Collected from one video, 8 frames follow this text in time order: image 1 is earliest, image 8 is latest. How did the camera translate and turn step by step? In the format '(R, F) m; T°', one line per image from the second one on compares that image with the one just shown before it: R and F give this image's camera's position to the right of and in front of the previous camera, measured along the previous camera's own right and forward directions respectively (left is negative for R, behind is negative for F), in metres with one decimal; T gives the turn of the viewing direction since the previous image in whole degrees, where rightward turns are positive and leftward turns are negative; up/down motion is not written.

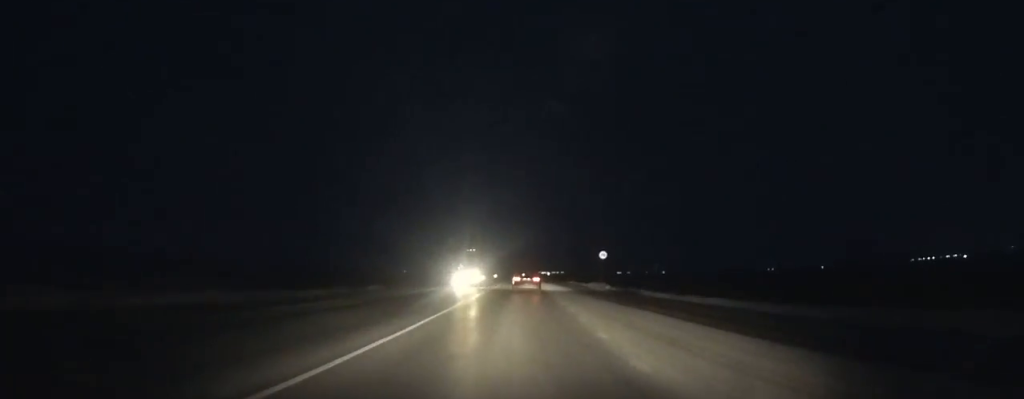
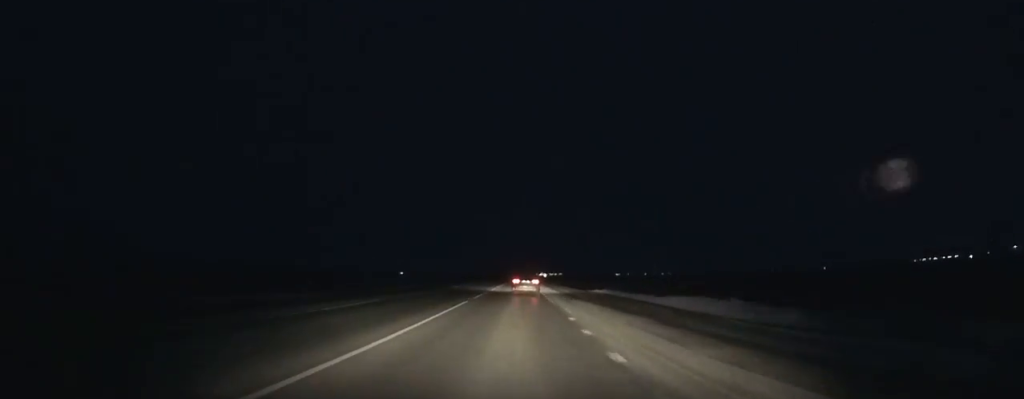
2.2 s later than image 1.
(+0.1, +39.5) m; 0°
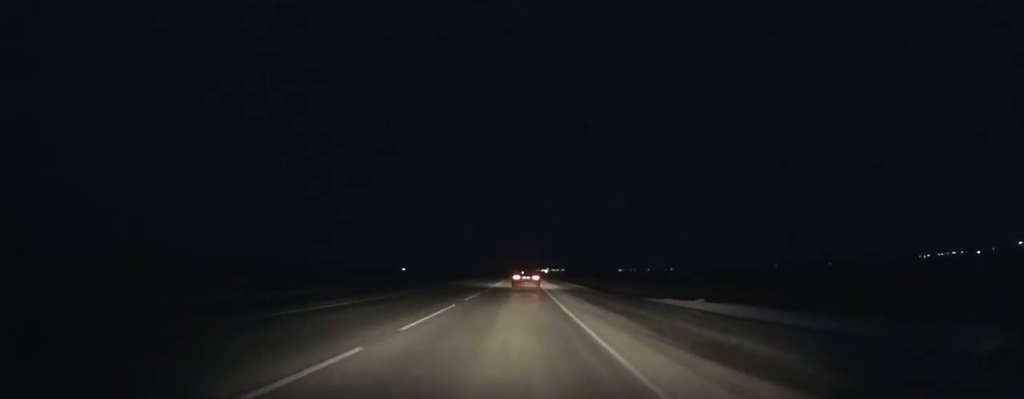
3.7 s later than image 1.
(0.0, +29.0) m; 0°
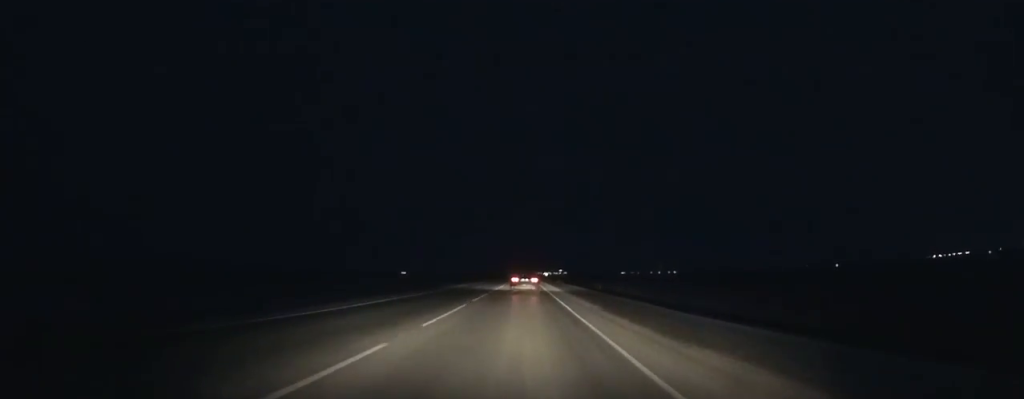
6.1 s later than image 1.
(0.0, +48.0) m; 0°
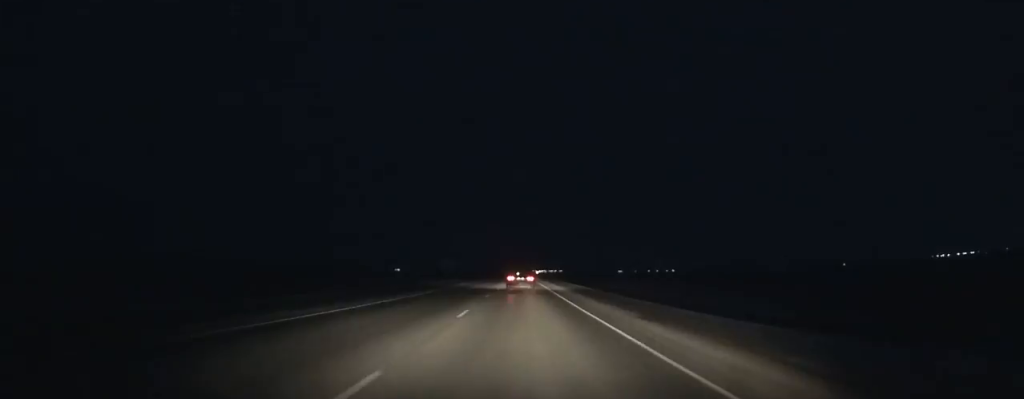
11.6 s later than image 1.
(+0.4, +115.5) m; +1°
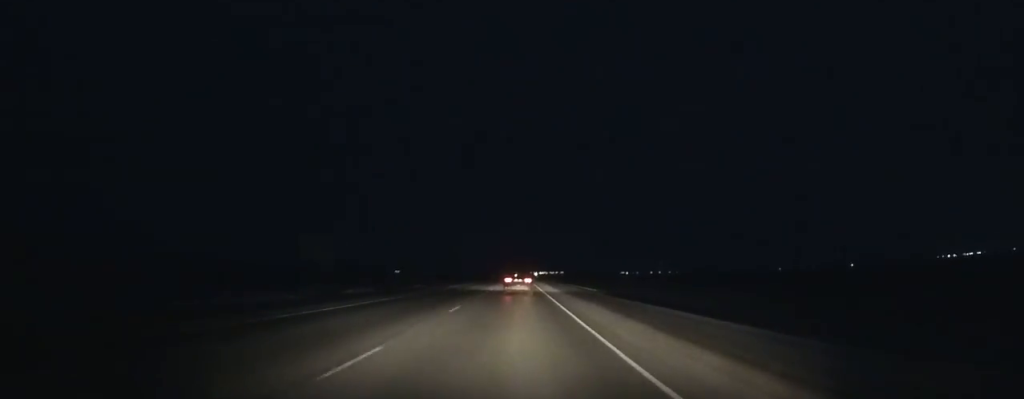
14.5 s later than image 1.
(+0.2, +60.4) m; 0°
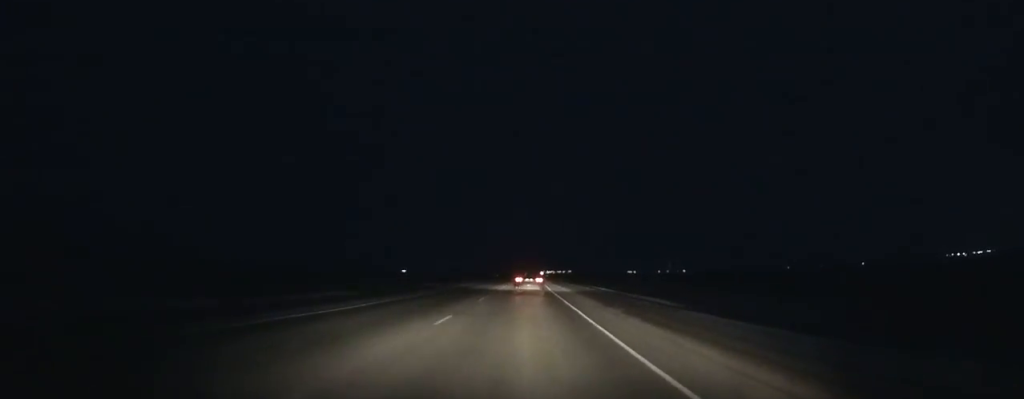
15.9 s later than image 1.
(-0.3, +28.8) m; 0°
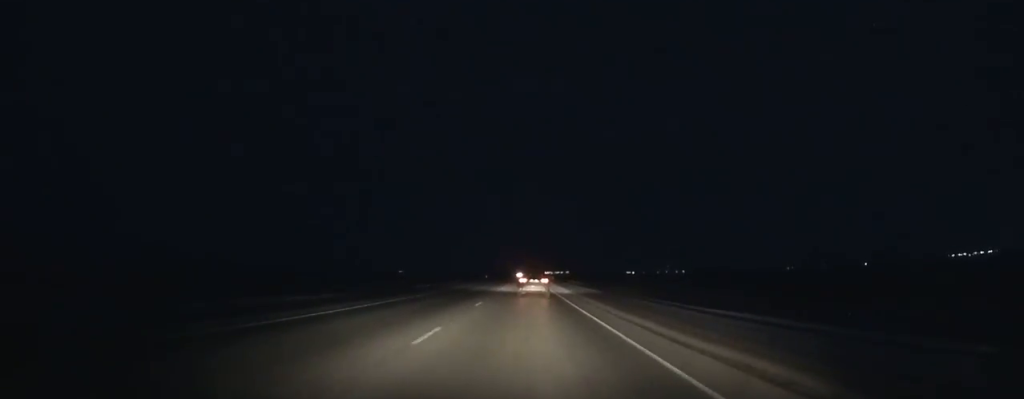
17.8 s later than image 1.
(-0.2, +38.8) m; 0°
